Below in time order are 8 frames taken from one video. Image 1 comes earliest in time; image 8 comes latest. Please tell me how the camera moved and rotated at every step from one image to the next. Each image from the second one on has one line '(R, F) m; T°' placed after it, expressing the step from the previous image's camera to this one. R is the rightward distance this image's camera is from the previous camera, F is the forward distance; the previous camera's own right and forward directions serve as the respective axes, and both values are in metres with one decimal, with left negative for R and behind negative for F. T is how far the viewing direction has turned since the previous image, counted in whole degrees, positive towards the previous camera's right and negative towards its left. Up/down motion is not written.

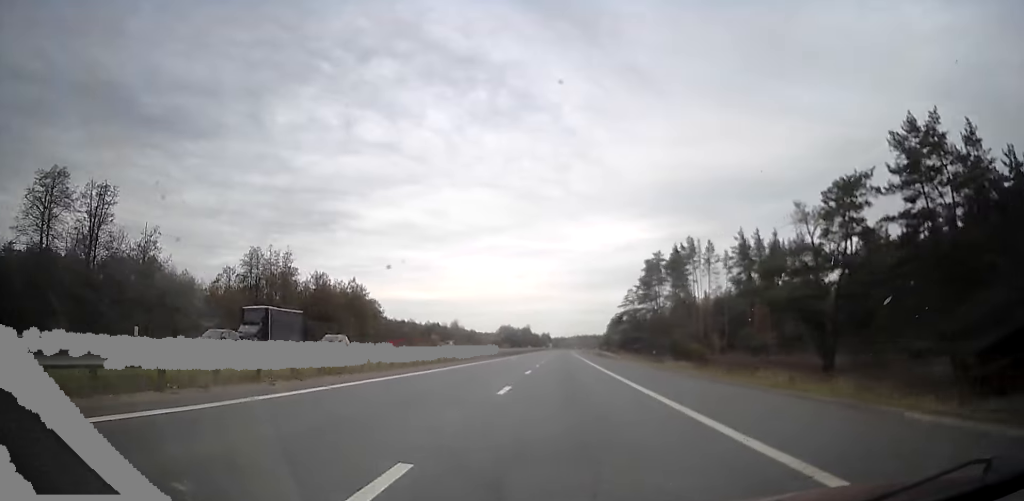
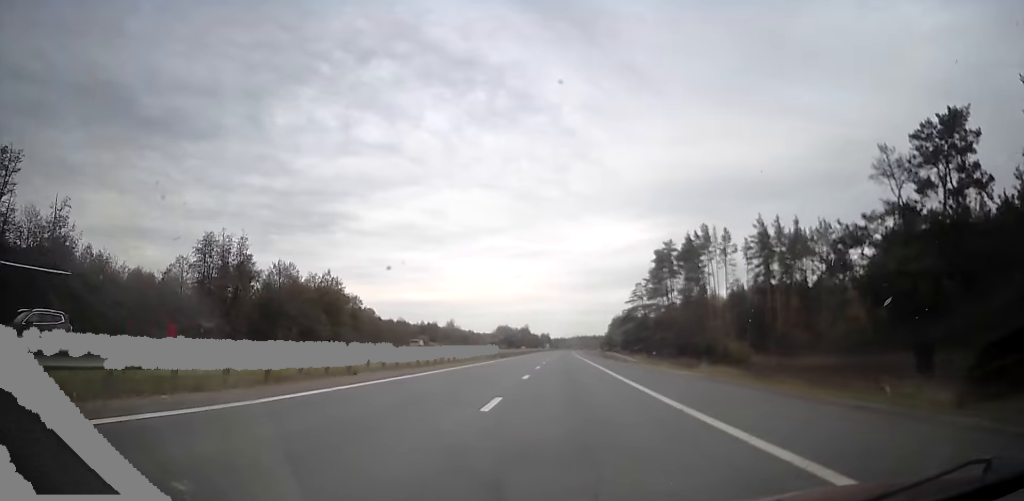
(-0.2, +15.6) m; 0°
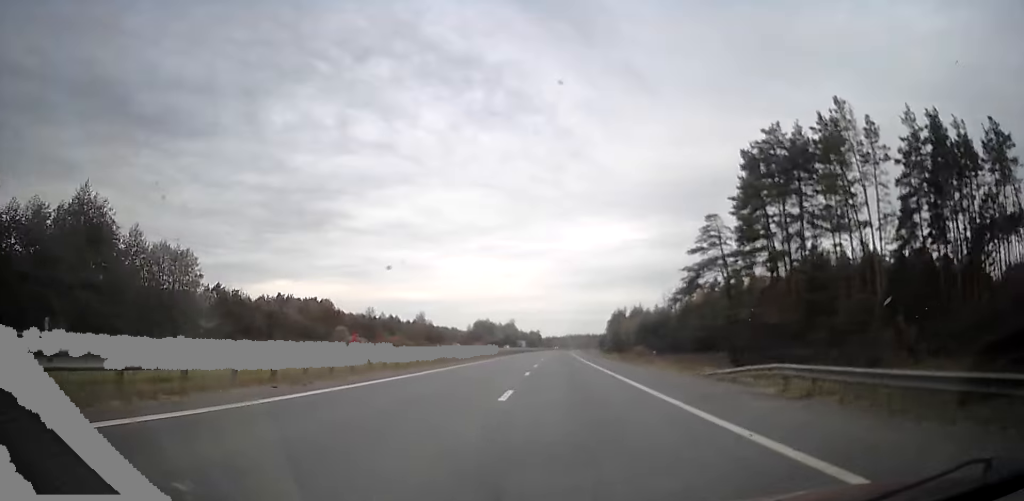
(+0.9, +68.4) m; -1°
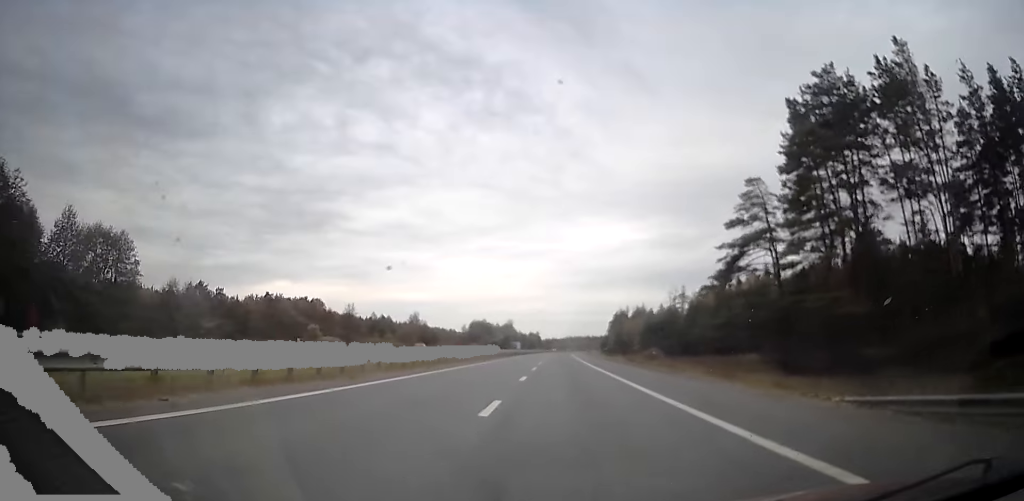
(0.0, +14.6) m; 0°
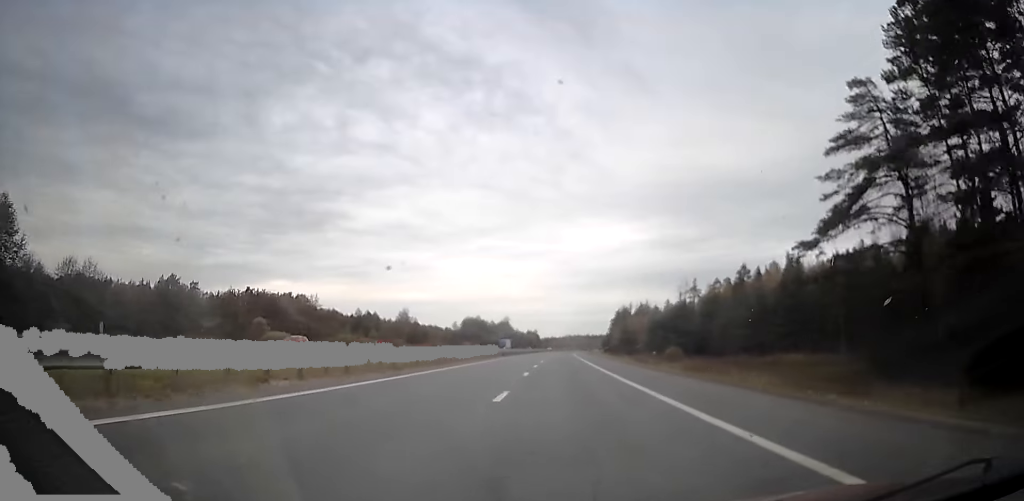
(0.0, +20.7) m; +1°
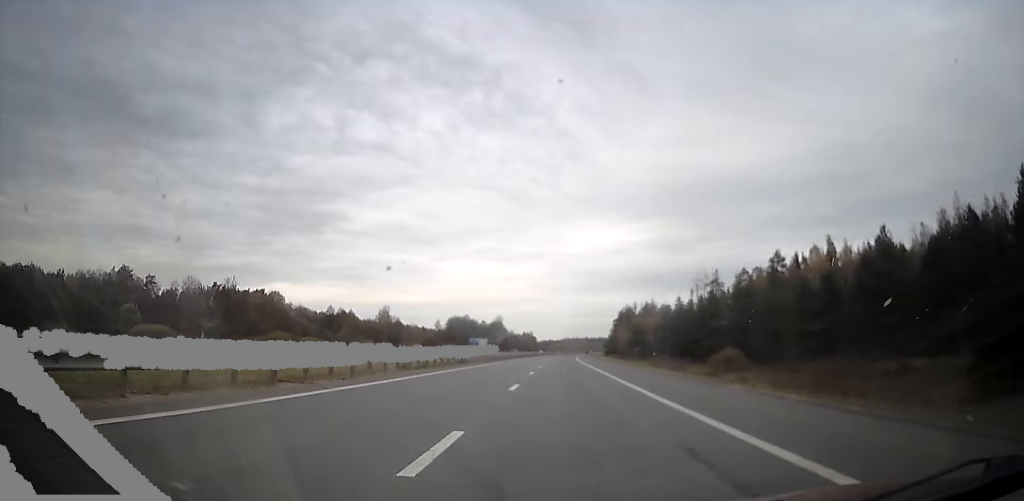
(+0.7, +30.7) m; 0°
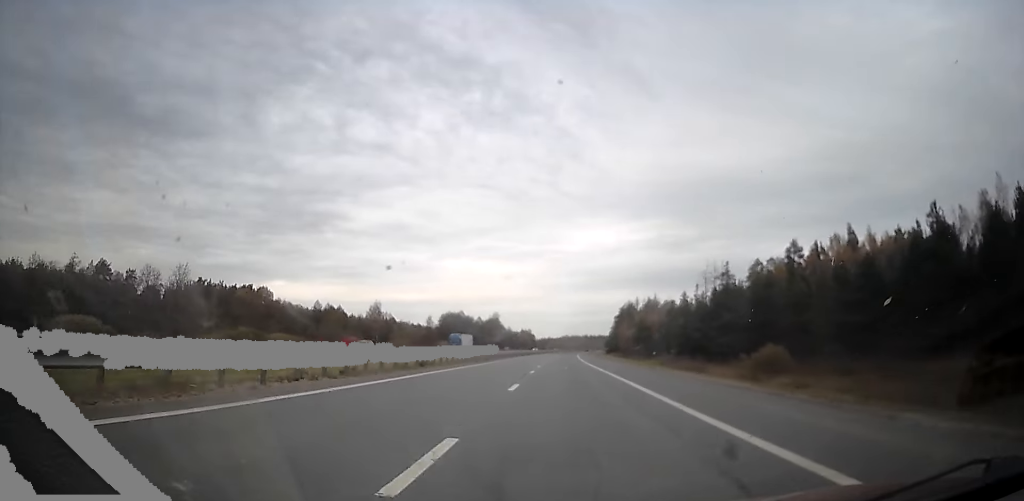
(-0.4, +12.1) m; 0°
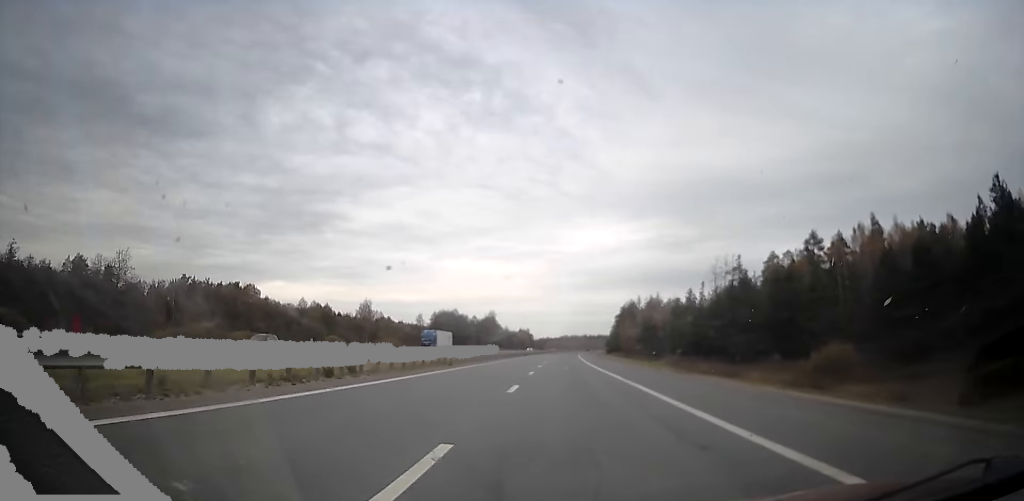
(-0.1, +12.2) m; 0°
